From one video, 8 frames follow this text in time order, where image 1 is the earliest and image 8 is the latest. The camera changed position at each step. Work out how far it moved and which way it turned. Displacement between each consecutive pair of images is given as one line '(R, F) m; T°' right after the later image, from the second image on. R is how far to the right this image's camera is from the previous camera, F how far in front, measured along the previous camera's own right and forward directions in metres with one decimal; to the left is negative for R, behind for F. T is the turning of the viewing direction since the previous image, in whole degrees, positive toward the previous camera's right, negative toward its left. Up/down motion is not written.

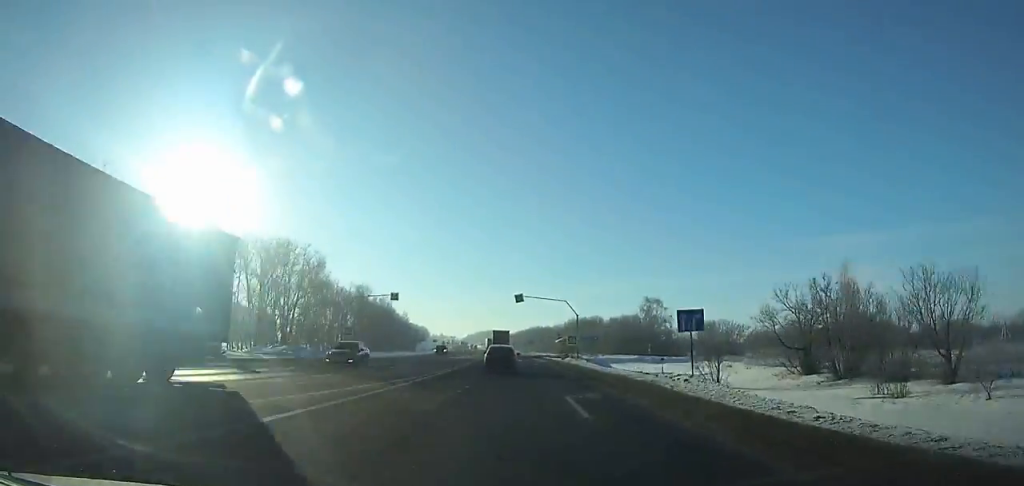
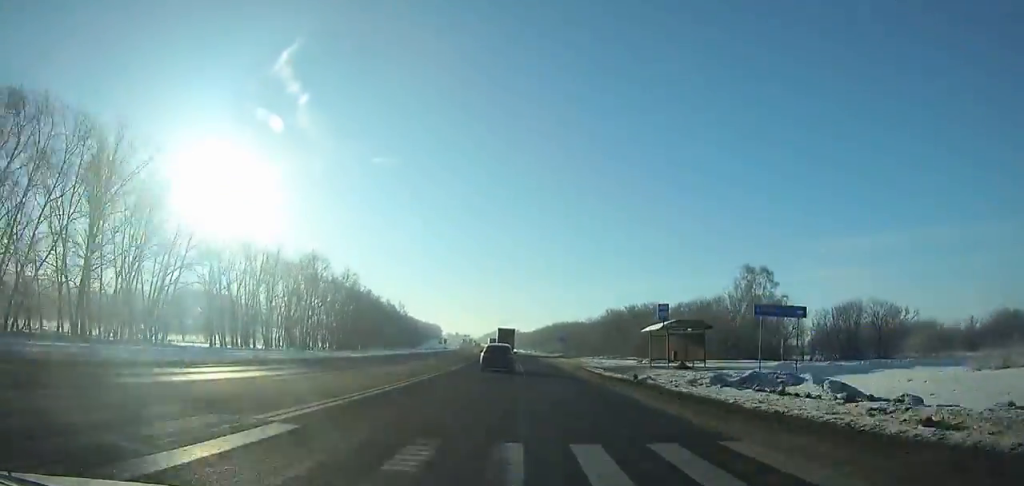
(-1.1, +56.1) m; -2°
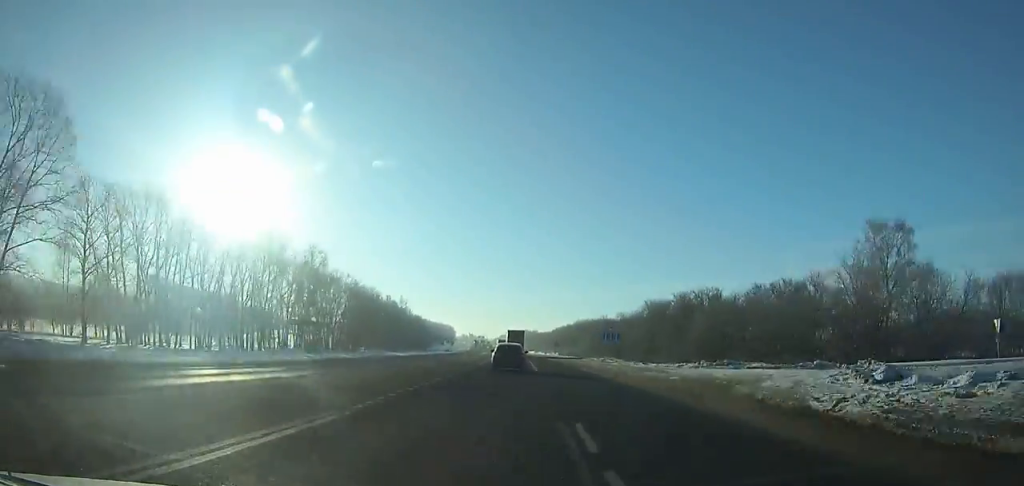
(-0.3, +32.3) m; -1°
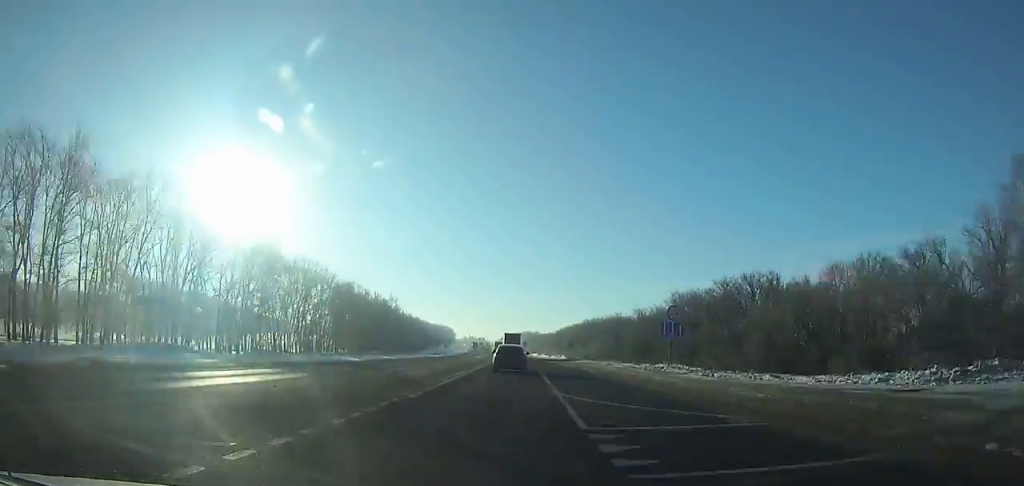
(-0.2, +22.8) m; -1°
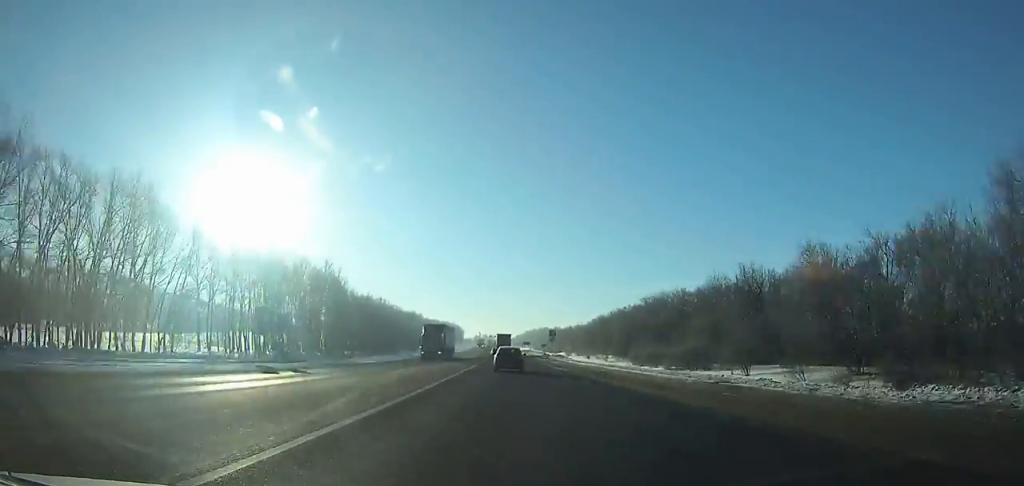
(-1.7, +85.4) m; -2°
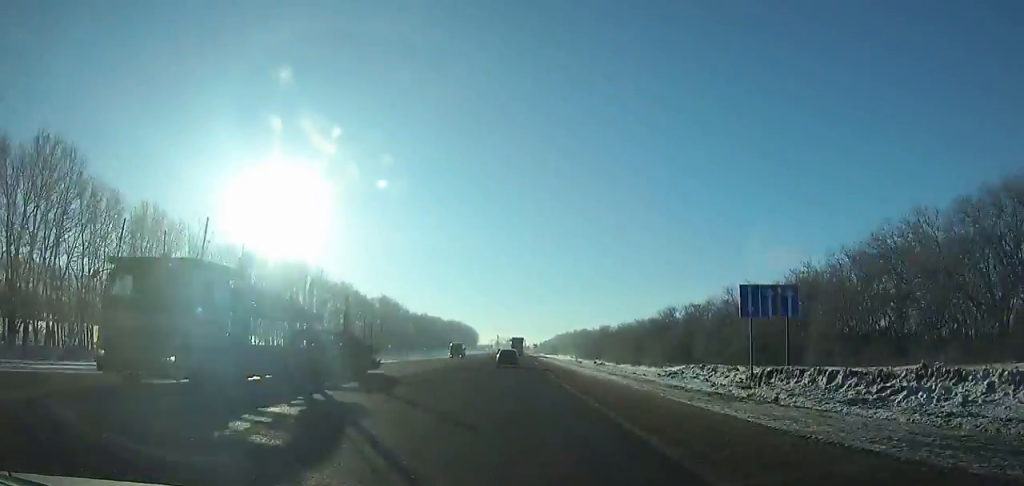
(-2.9, +144.2) m; -2°
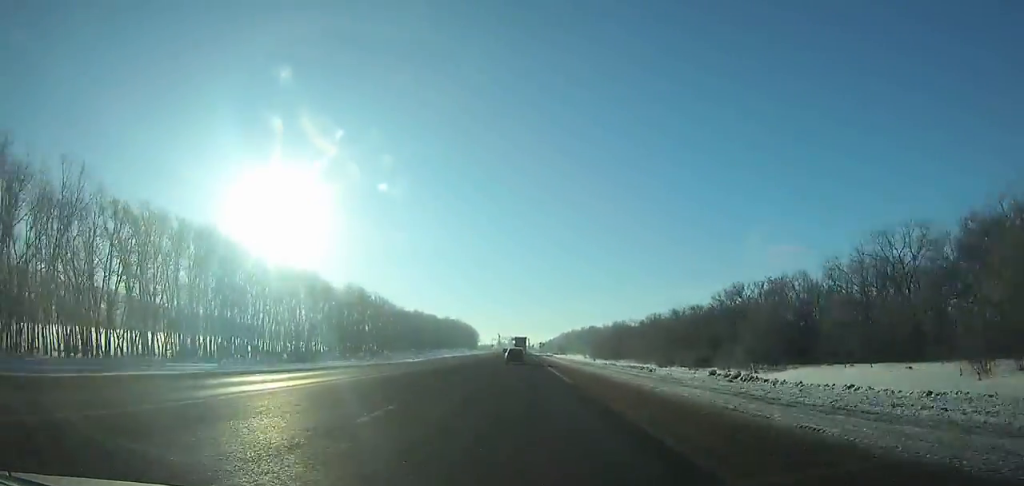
(-0.2, +38.8) m; 0°
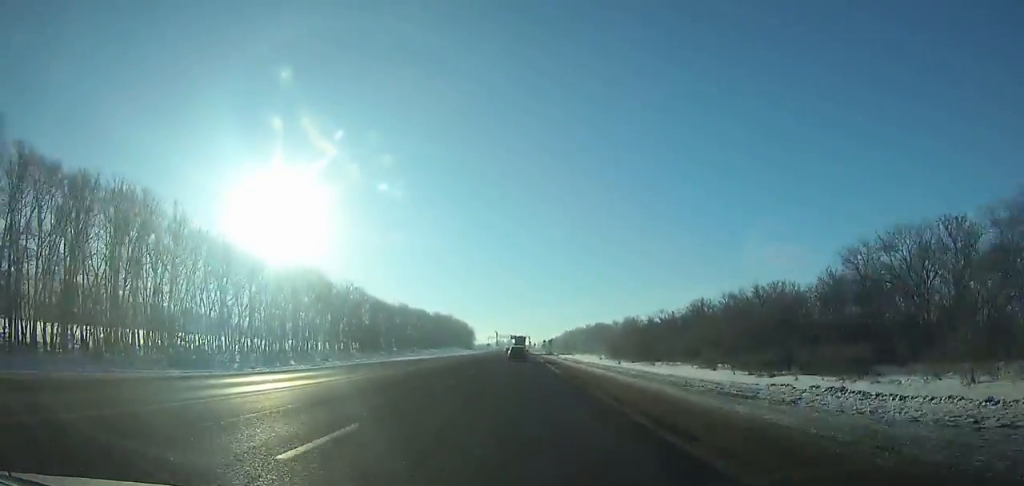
(-0.1, +39.2) m; 0°
